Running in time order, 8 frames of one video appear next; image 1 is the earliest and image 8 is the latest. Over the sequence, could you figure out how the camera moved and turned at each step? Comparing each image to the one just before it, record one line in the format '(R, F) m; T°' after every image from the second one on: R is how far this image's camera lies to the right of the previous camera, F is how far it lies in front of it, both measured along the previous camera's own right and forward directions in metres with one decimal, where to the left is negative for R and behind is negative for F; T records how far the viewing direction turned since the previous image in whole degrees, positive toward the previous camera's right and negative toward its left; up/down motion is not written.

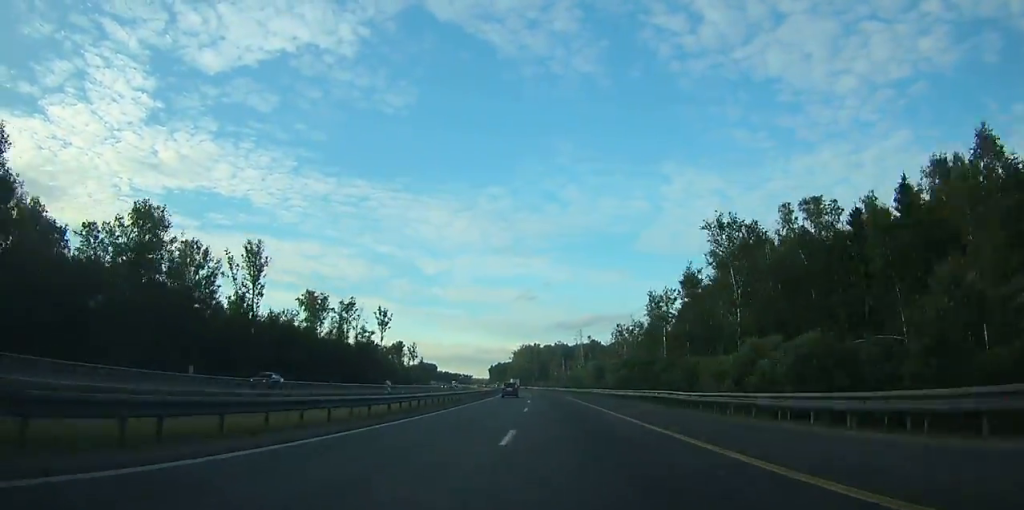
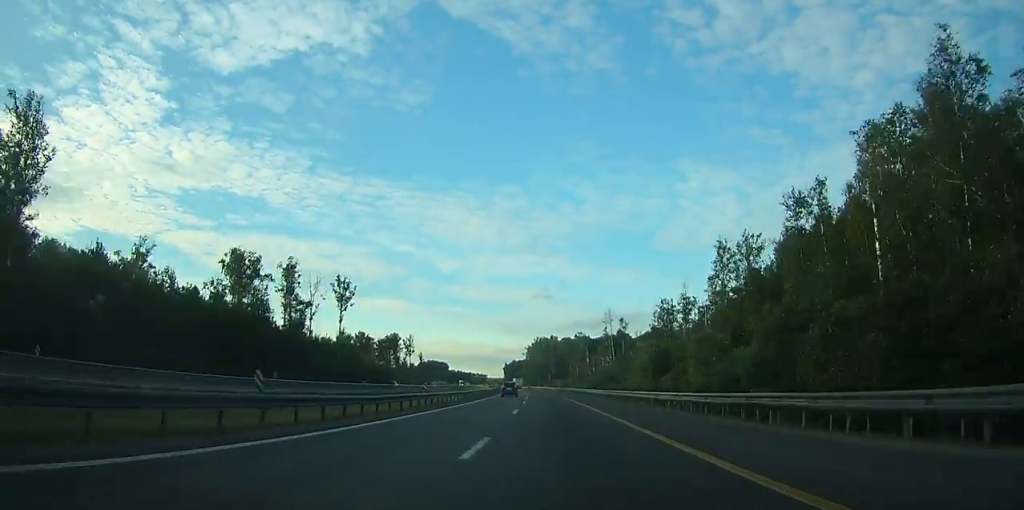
(-0.9, +52.7) m; -2°
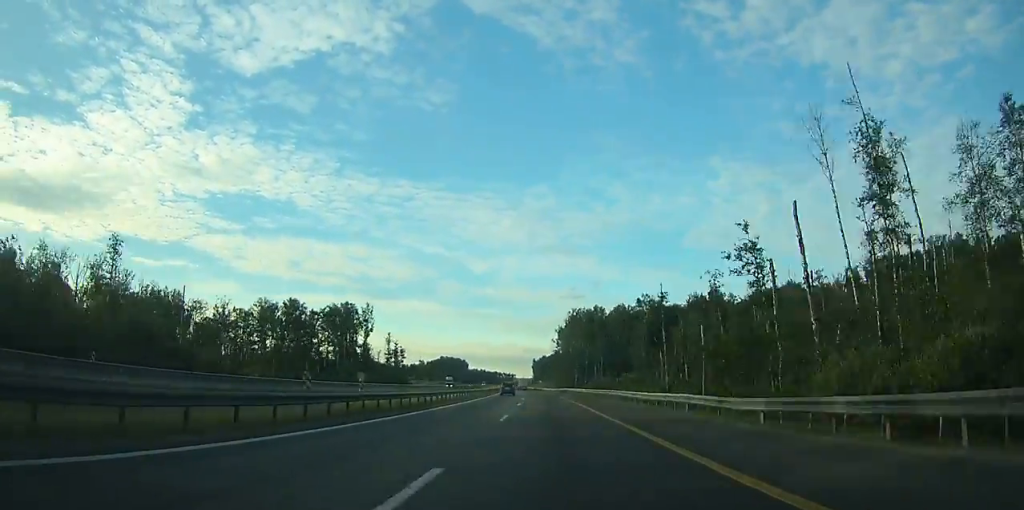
(-3.8, +117.2) m; -4°
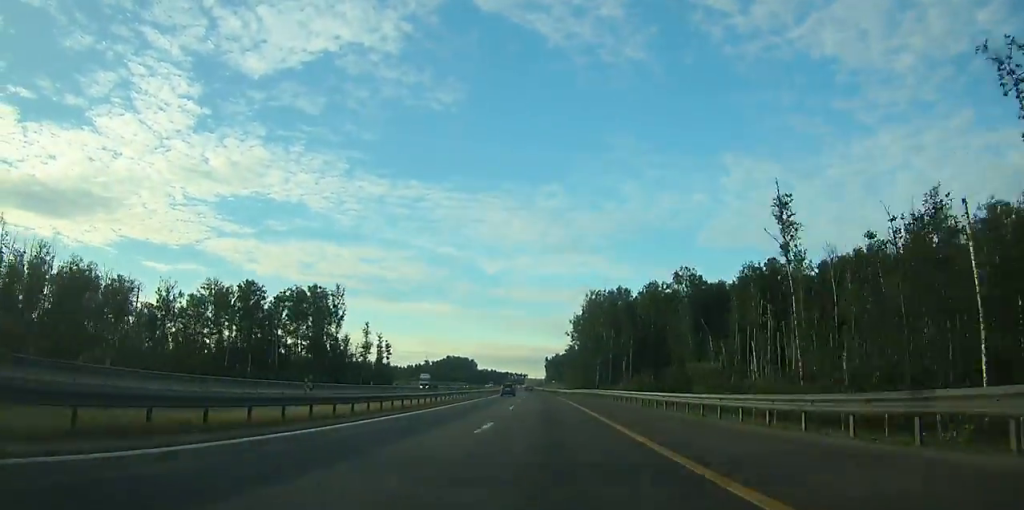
(-0.6, +35.0) m; -1°
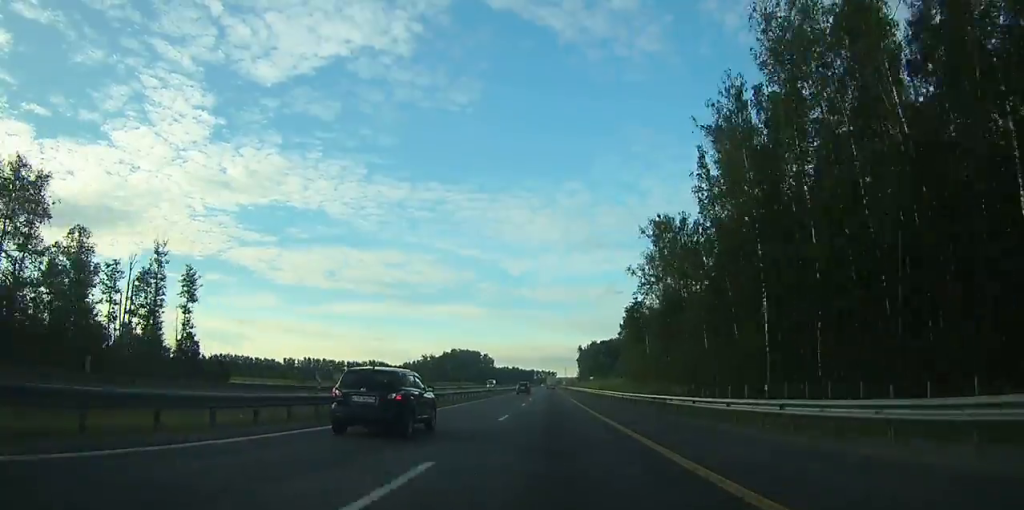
(-3.0, +114.1) m; -2°
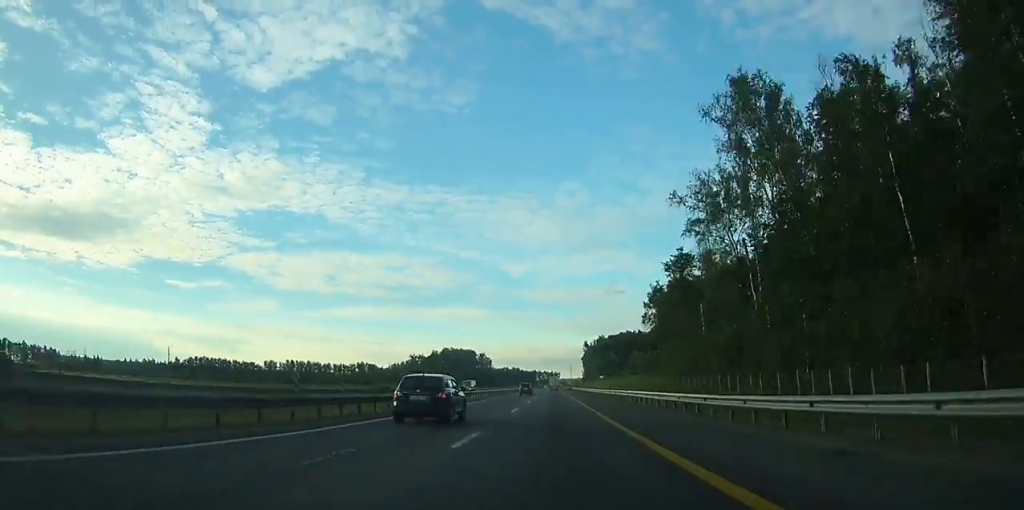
(-0.2, +38.6) m; 0°
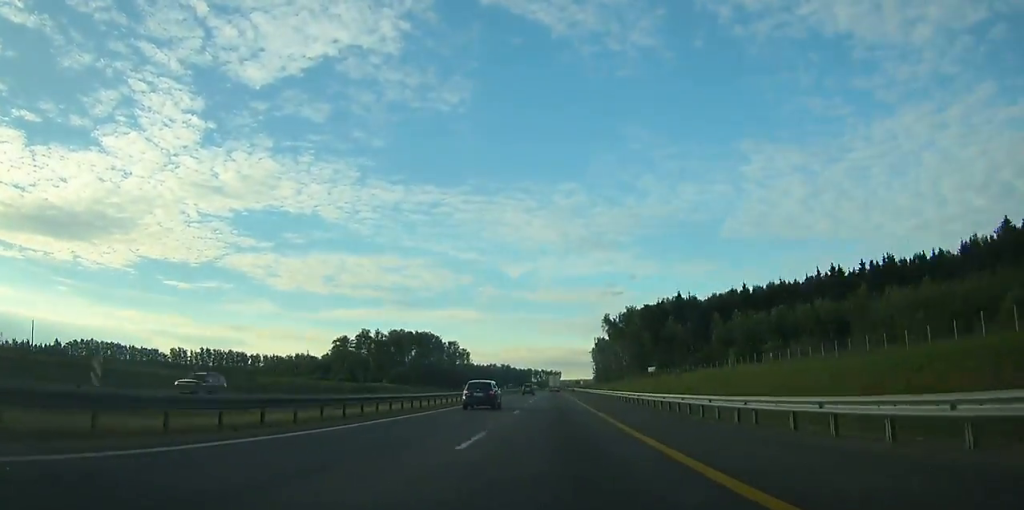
(-0.2, +125.6) m; 0°
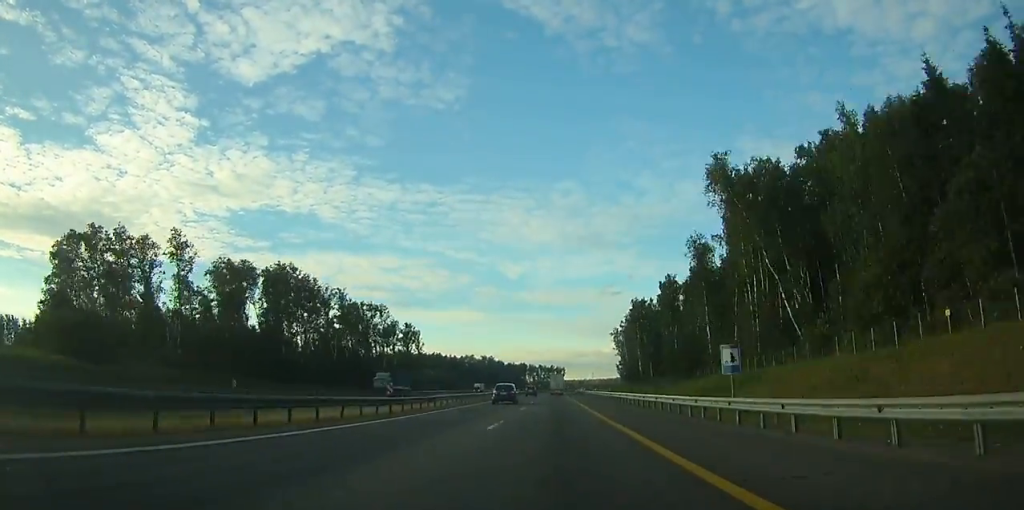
(+0.4, +138.6) m; 0°
